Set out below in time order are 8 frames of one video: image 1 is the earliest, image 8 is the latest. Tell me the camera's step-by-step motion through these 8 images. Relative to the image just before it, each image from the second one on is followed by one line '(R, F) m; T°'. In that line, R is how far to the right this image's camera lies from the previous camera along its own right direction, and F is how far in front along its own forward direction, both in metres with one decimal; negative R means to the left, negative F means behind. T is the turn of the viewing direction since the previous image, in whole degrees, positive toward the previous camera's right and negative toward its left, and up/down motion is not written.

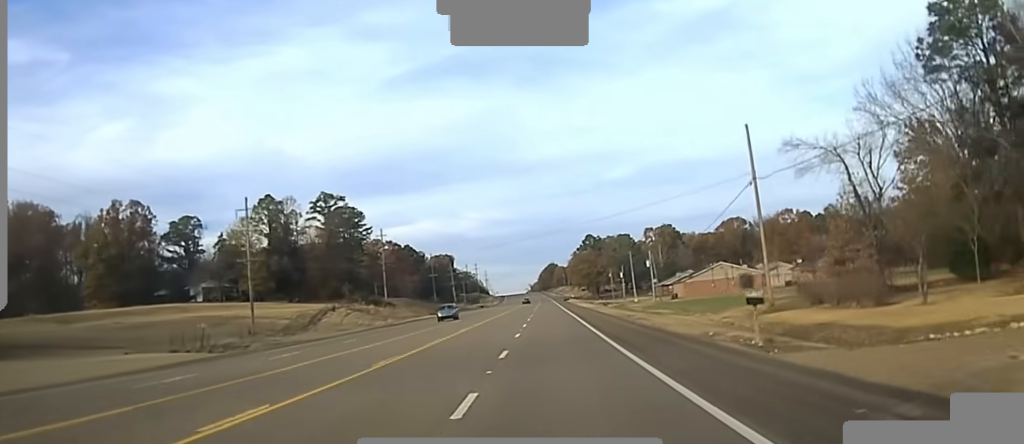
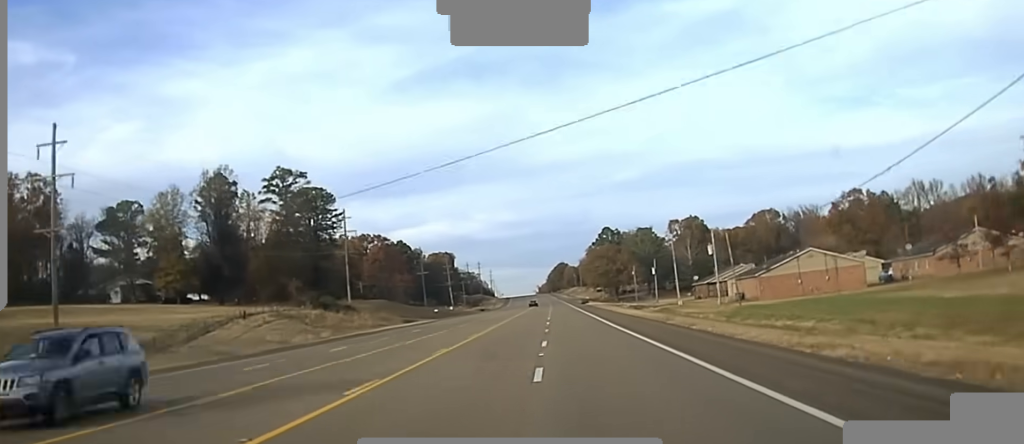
(0.0, +44.5) m; 0°
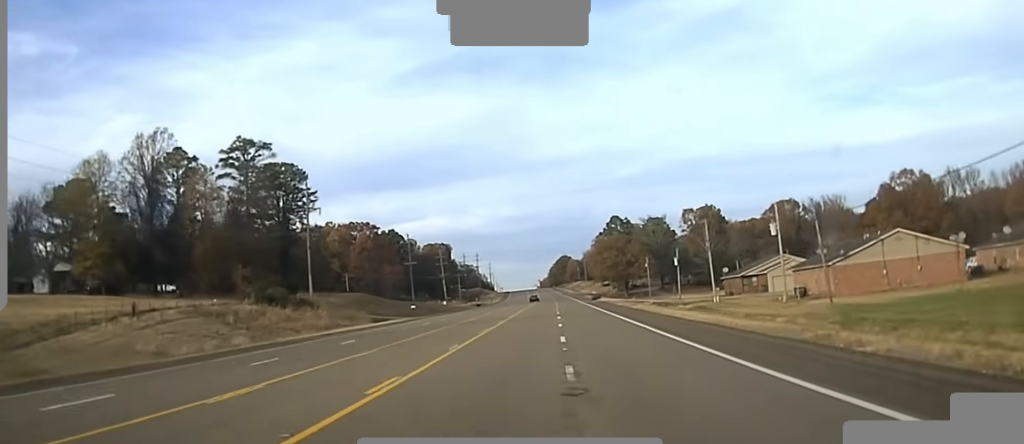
(-0.2, +23.9) m; 0°
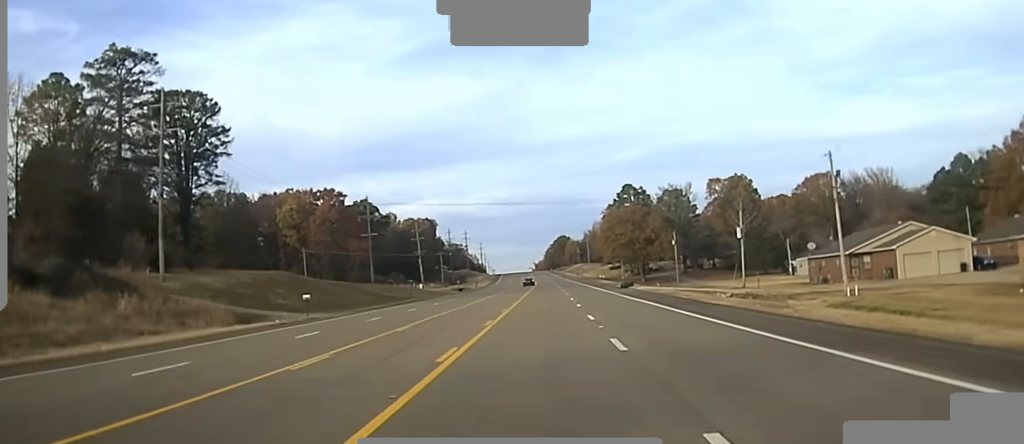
(-0.1, +44.4) m; 0°
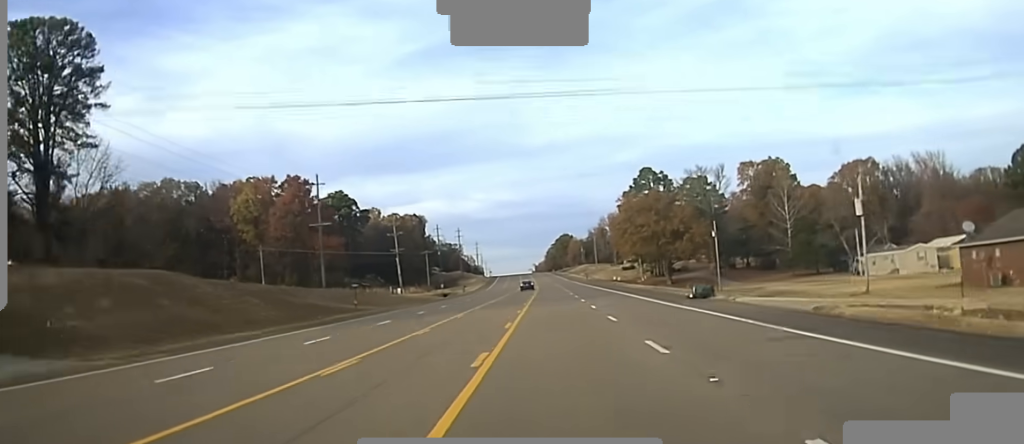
(0.0, +36.8) m; 0°
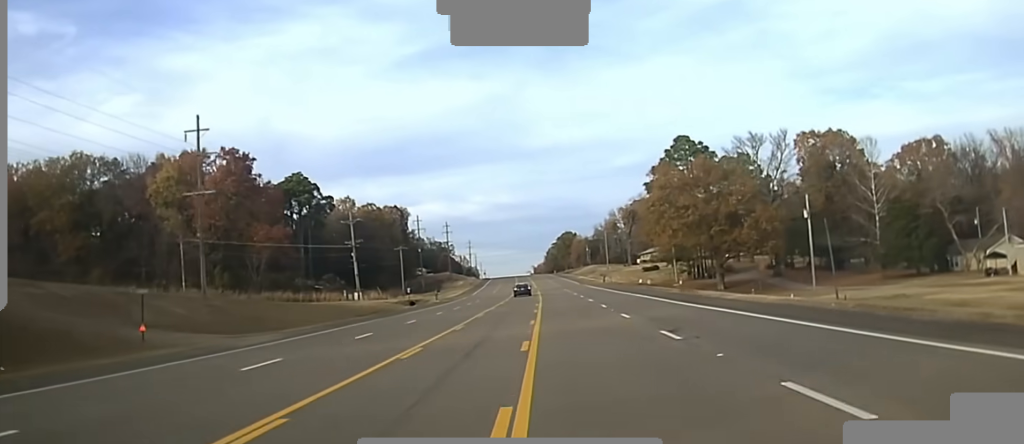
(0.0, +46.7) m; 0°
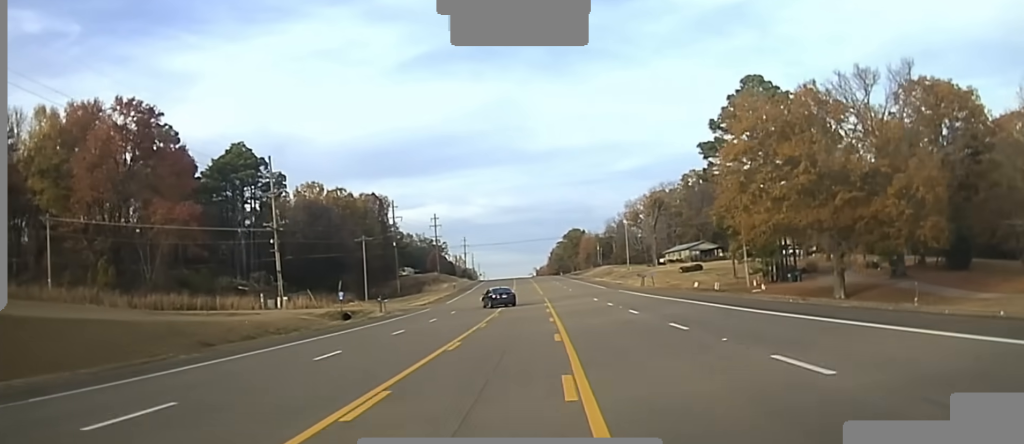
(-0.3, +43.5) m; -1°
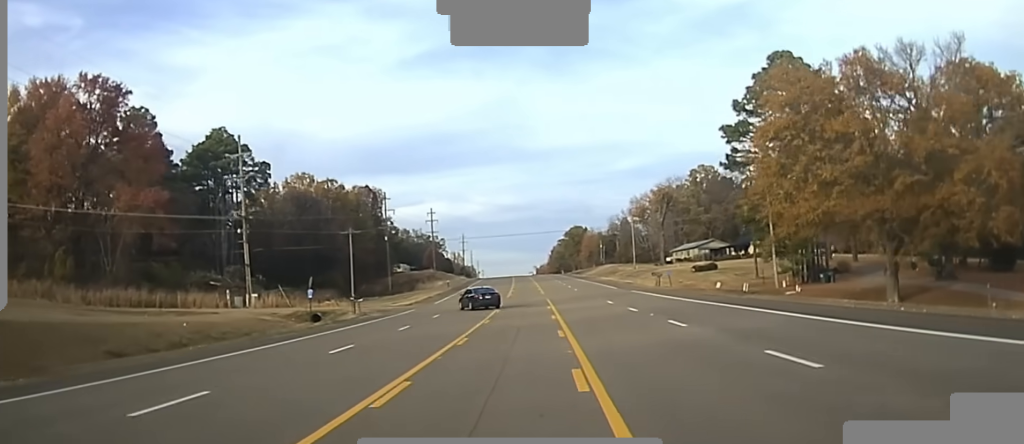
(-0.1, +11.6) m; -1°
